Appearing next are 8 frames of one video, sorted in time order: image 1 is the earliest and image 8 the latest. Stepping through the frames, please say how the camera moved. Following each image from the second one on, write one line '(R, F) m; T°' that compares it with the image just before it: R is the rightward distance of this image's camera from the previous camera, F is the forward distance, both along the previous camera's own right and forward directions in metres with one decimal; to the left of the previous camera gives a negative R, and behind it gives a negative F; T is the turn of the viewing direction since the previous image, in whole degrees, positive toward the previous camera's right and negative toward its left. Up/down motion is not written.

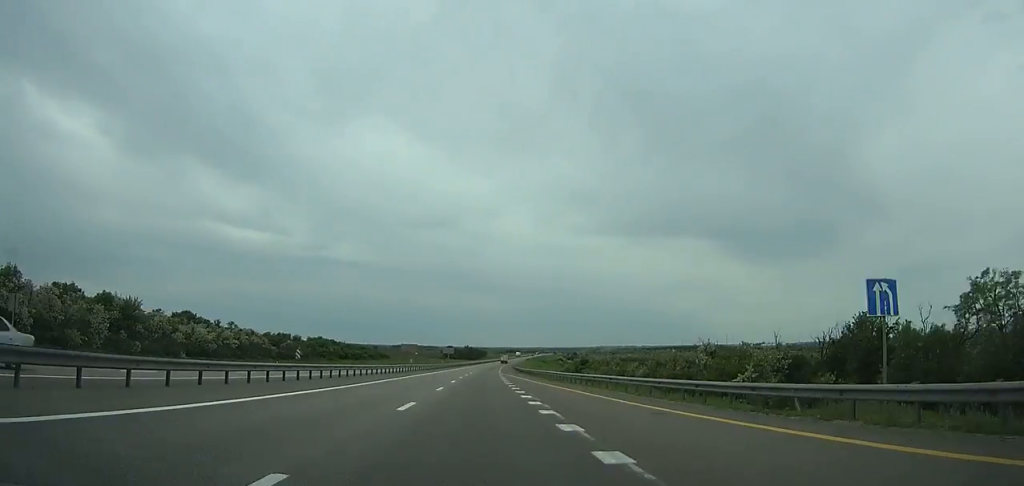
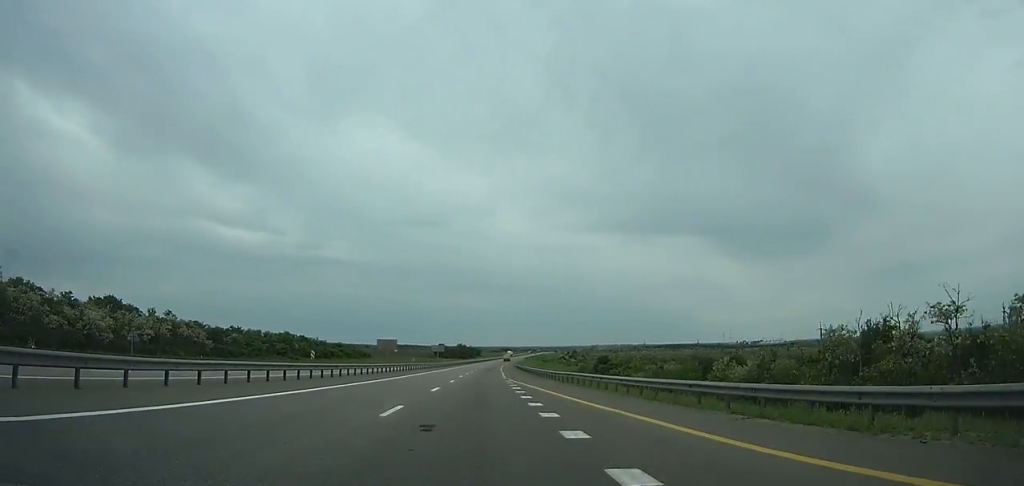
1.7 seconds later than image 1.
(+0.2, +37.4) m; +1°
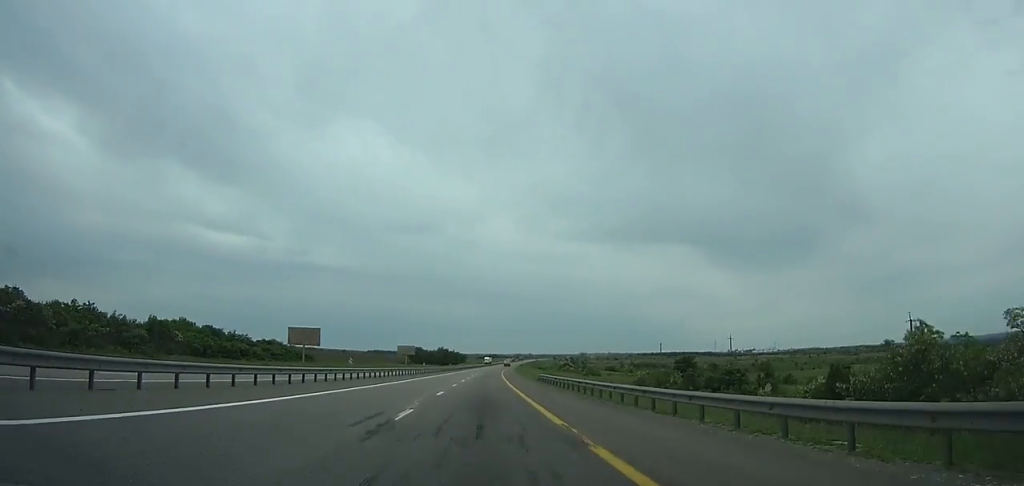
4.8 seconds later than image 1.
(+0.7, +66.8) m; +1°
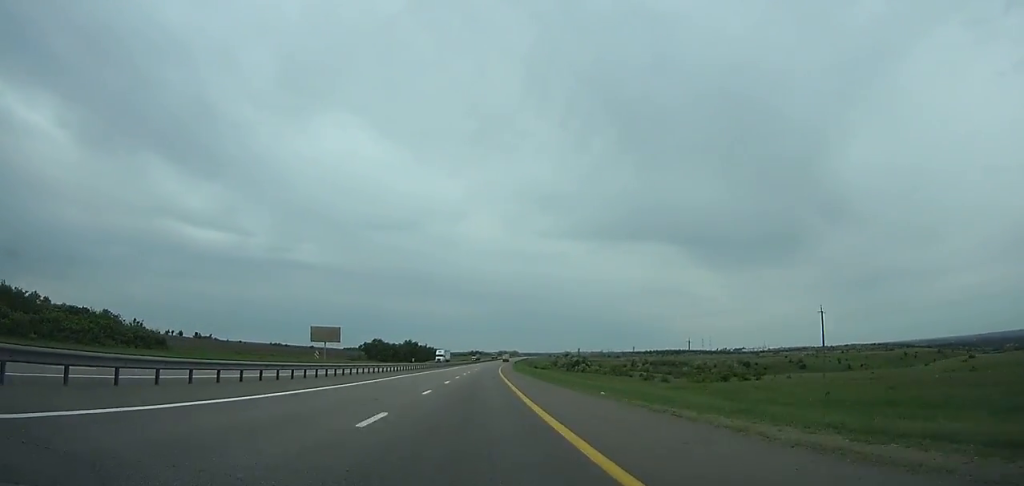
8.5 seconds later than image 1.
(+1.4, +82.1) m; +2°
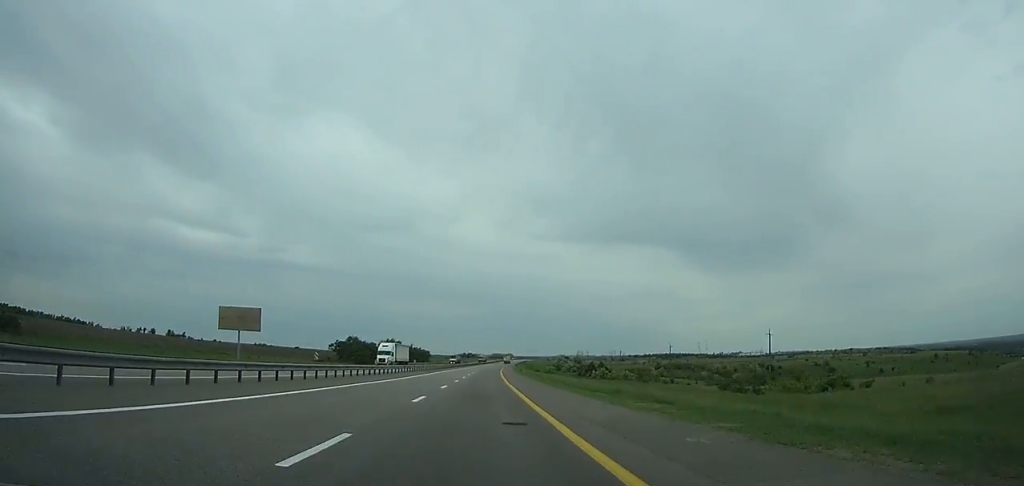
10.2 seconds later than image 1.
(+0.2, +38.8) m; +1°
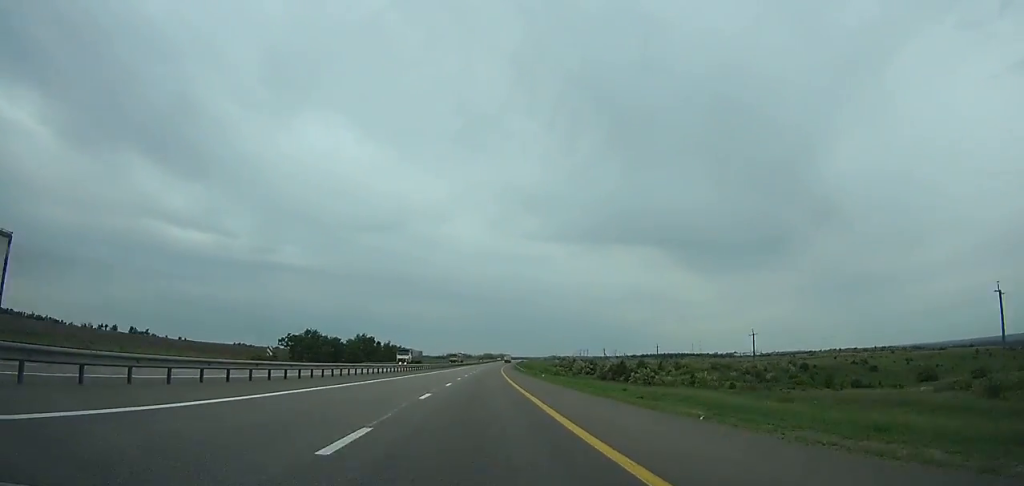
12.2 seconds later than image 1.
(+0.3, +46.7) m; +1°
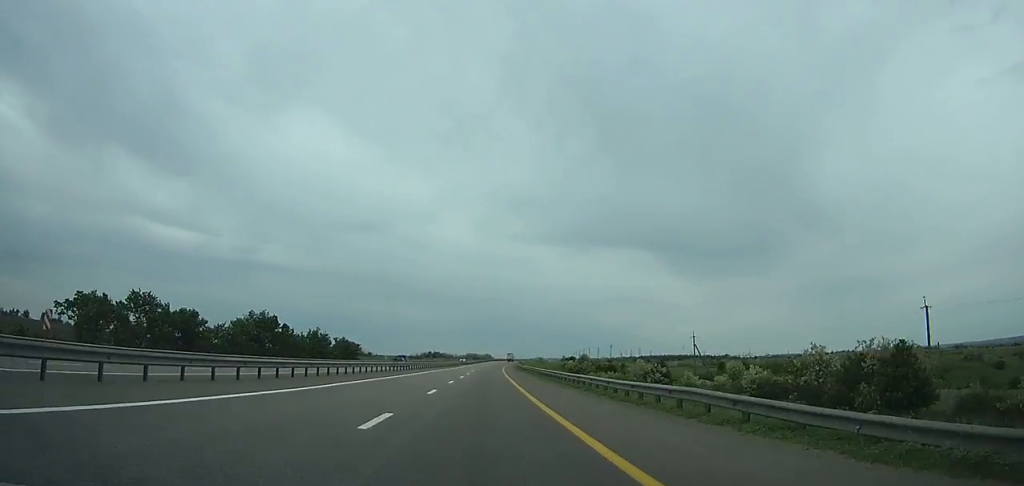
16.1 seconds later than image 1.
(+1.2, +93.0) m; +2°
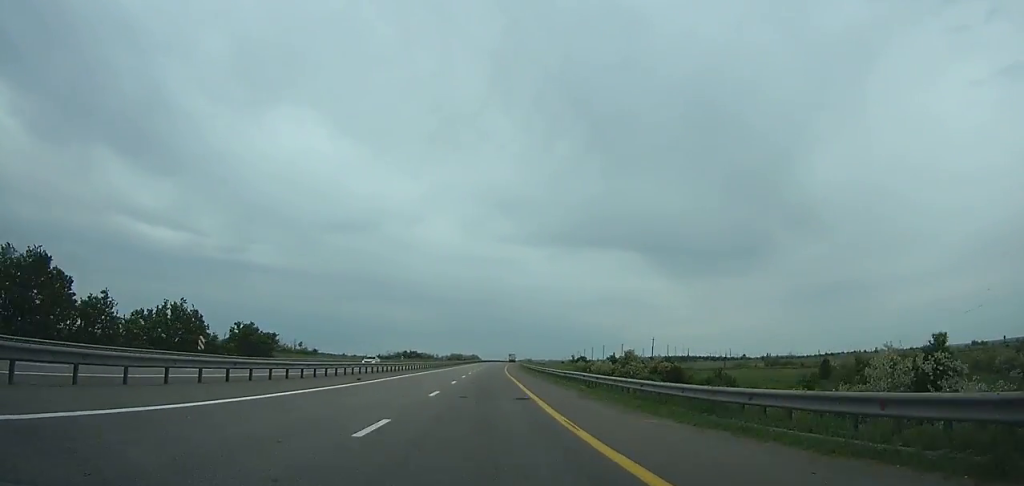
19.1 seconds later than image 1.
(+0.8, +73.3) m; +2°
